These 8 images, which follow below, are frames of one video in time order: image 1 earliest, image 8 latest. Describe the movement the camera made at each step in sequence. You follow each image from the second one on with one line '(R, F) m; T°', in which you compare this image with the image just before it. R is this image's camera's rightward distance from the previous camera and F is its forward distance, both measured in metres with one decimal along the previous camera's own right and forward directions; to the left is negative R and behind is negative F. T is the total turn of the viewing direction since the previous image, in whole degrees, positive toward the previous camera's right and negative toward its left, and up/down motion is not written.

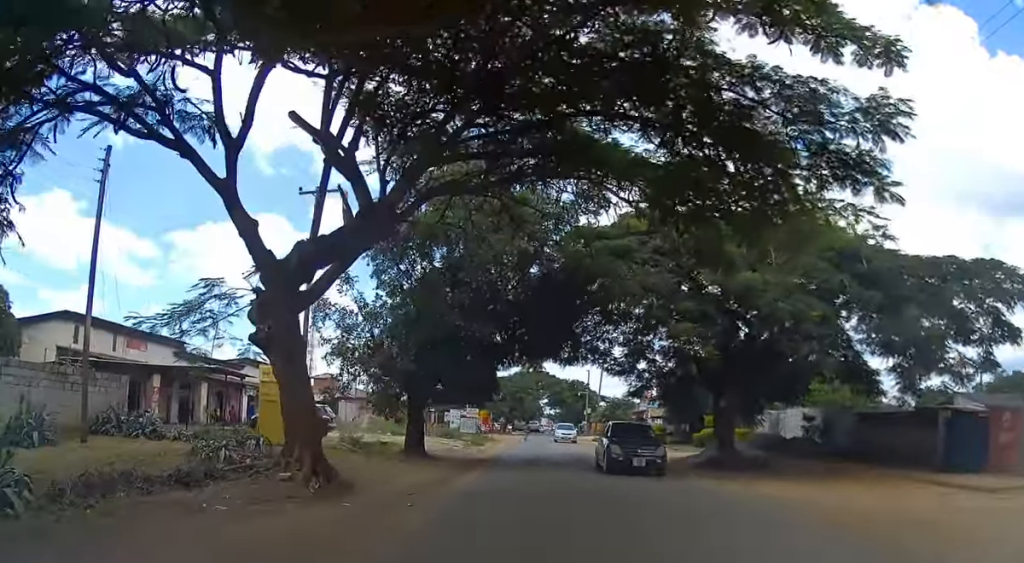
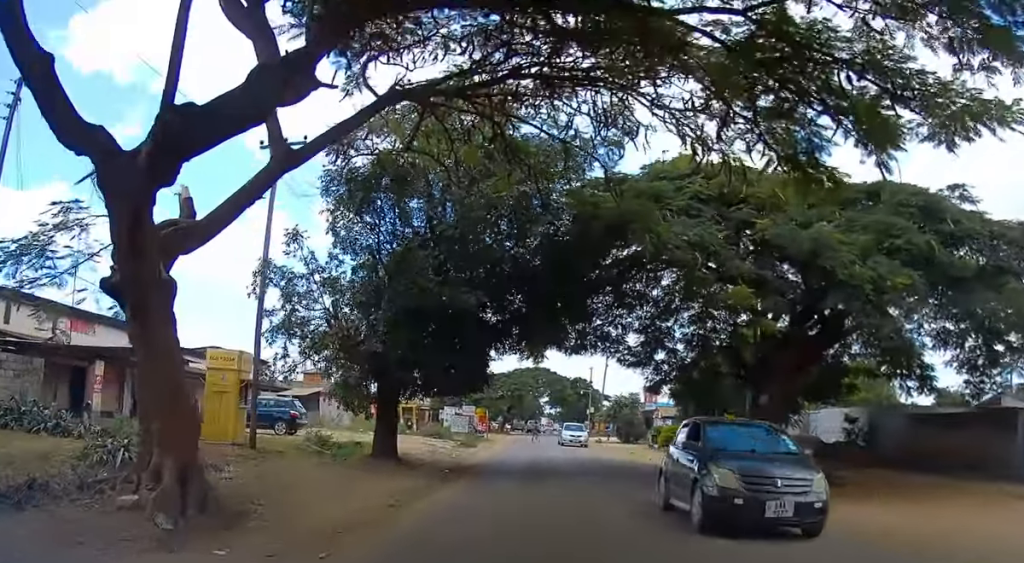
(-0.1, +4.7) m; 0°
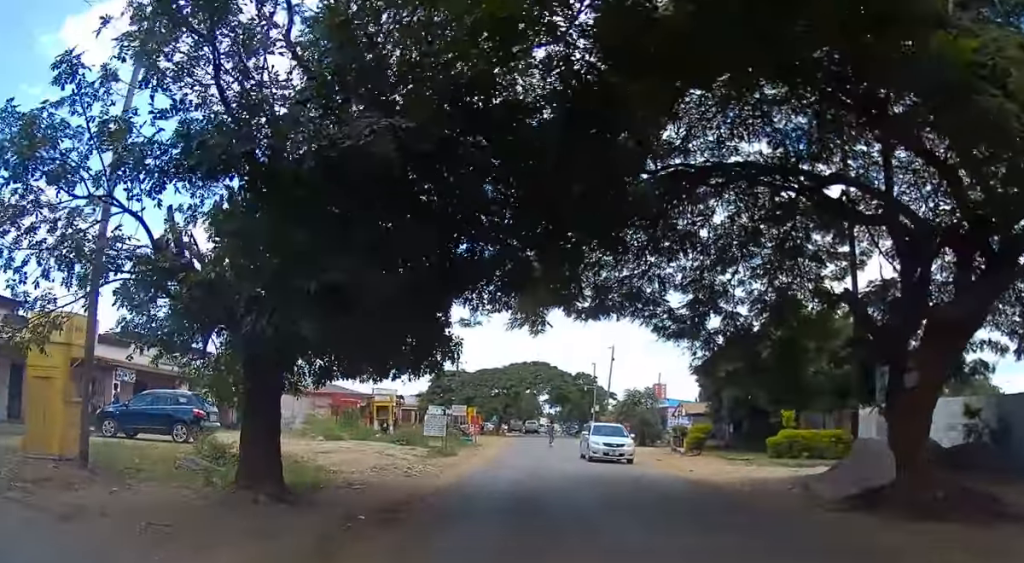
(+0.1, +8.9) m; +1°
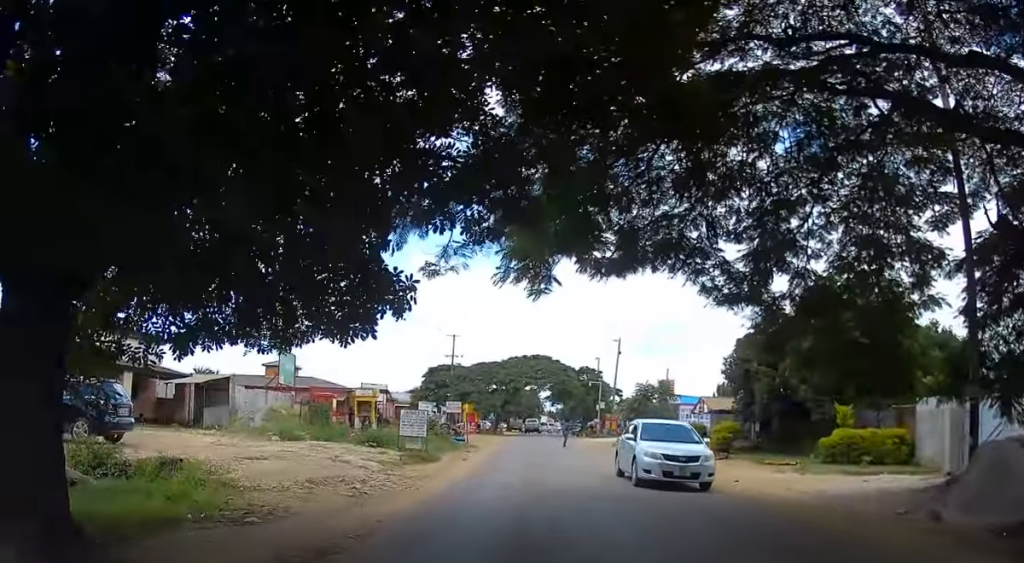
(0.0, +5.3) m; 0°
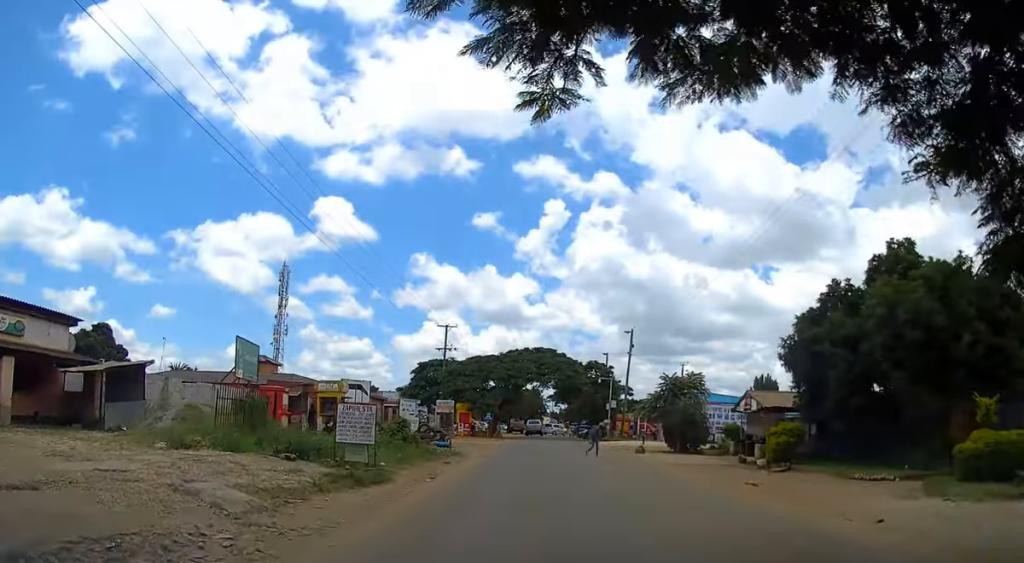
(-0.1, +8.0) m; -1°
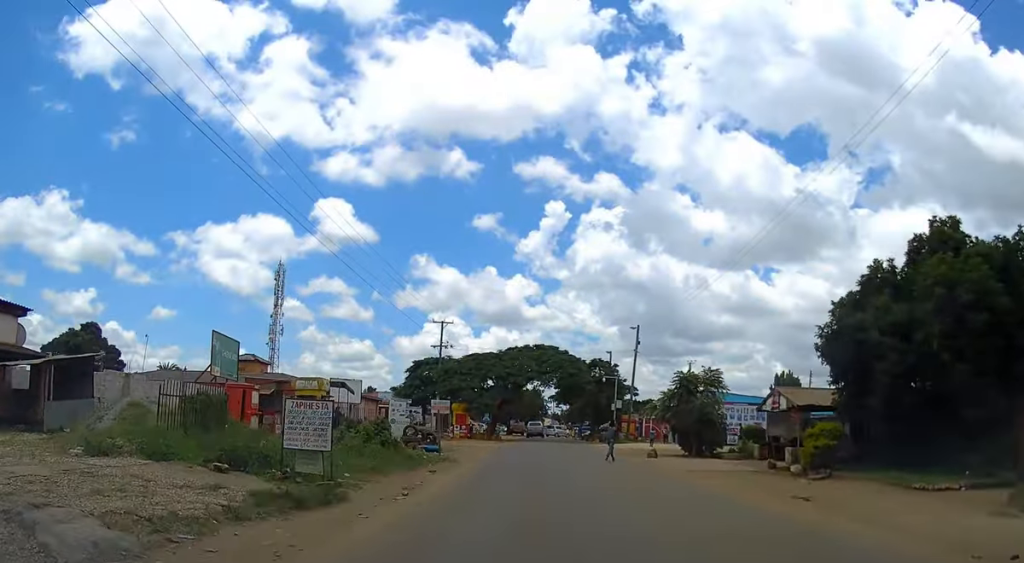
(0.0, +3.6) m; 0°
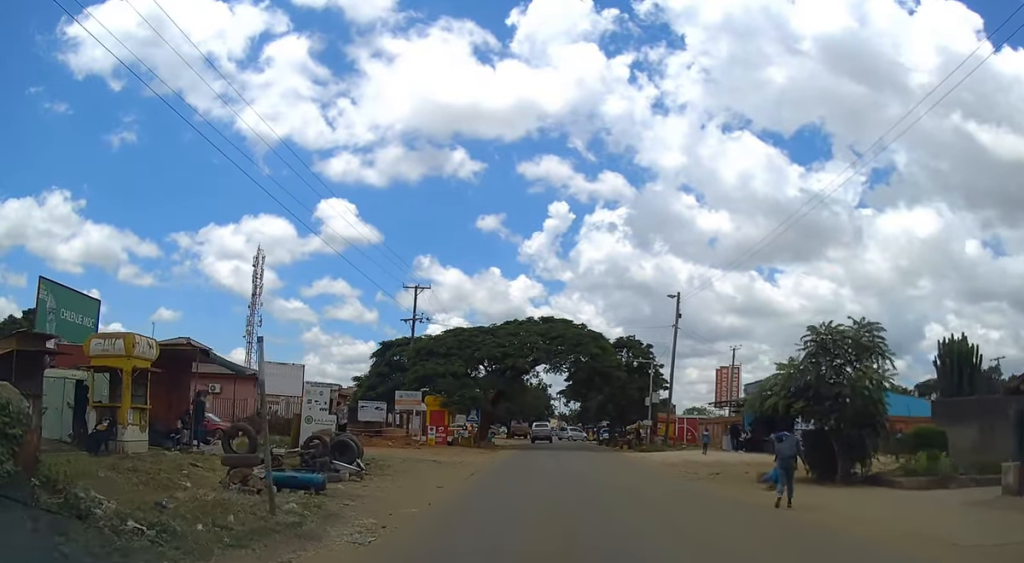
(0.0, +16.5) m; -1°
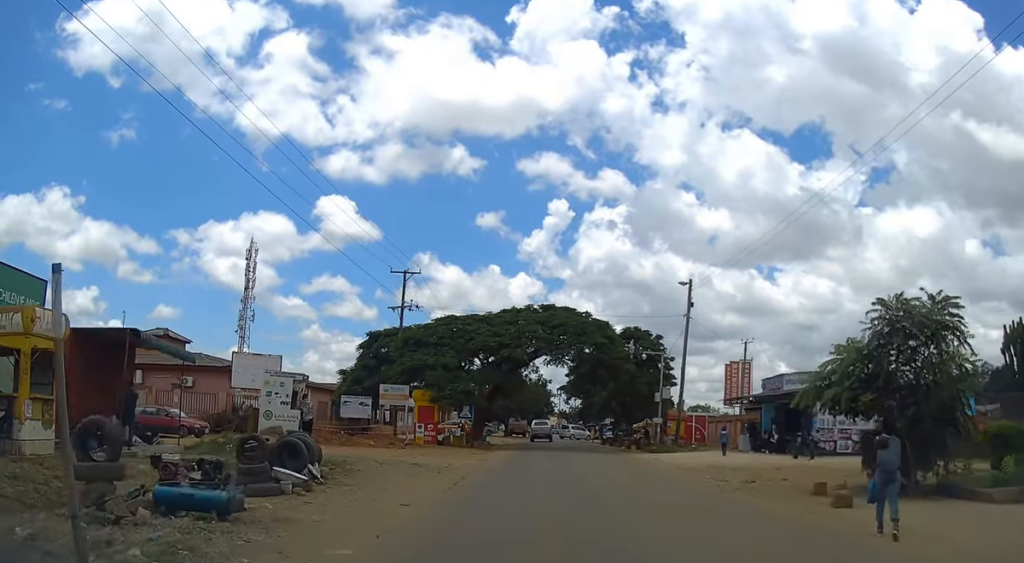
(0.0, +4.0) m; 0°
